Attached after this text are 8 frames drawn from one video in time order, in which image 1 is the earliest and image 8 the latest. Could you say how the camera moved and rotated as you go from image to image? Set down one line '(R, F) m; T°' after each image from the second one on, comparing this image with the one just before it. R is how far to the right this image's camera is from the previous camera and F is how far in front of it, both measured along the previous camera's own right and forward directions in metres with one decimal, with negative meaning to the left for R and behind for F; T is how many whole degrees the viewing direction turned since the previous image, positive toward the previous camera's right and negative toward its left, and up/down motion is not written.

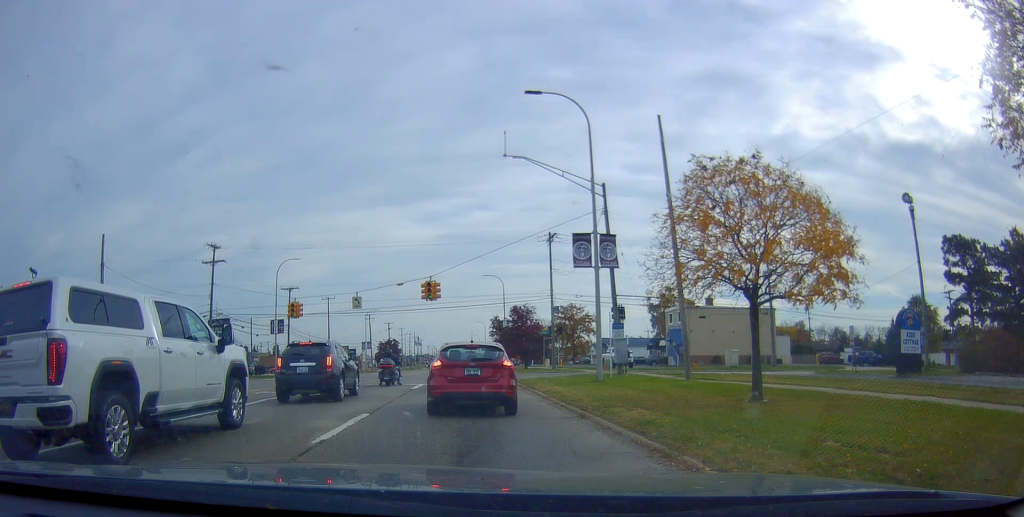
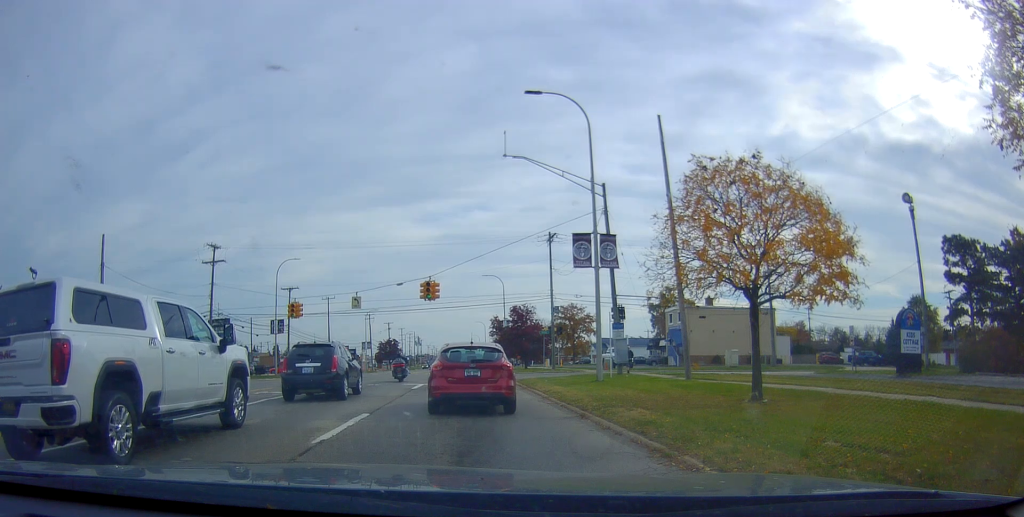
(0.0, +0.4) m; 0°
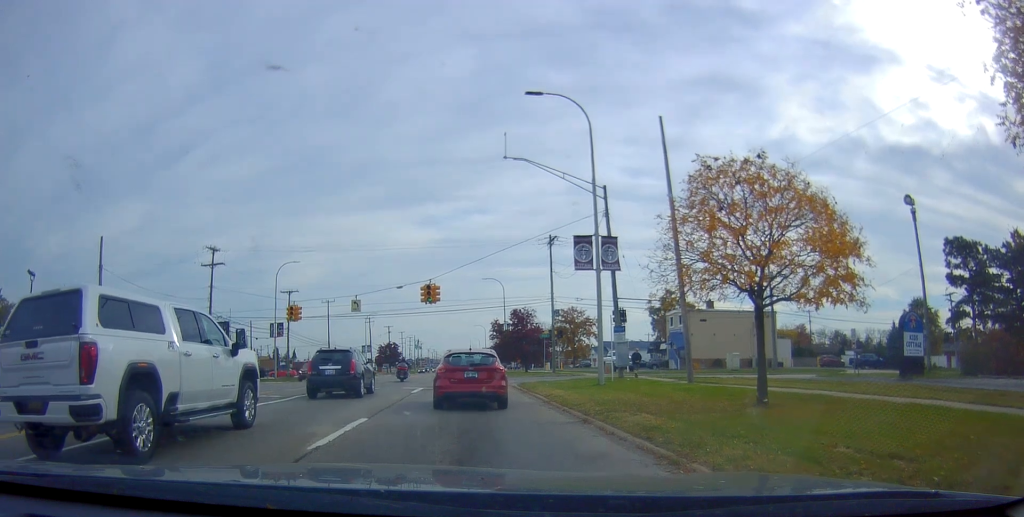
(0.0, +0.3) m; 0°
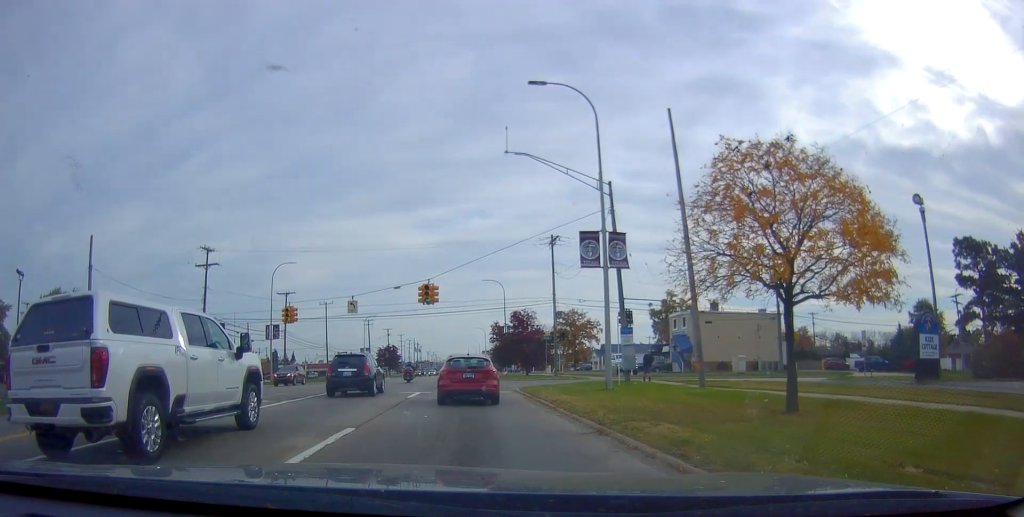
(0.0, +1.0) m; 0°
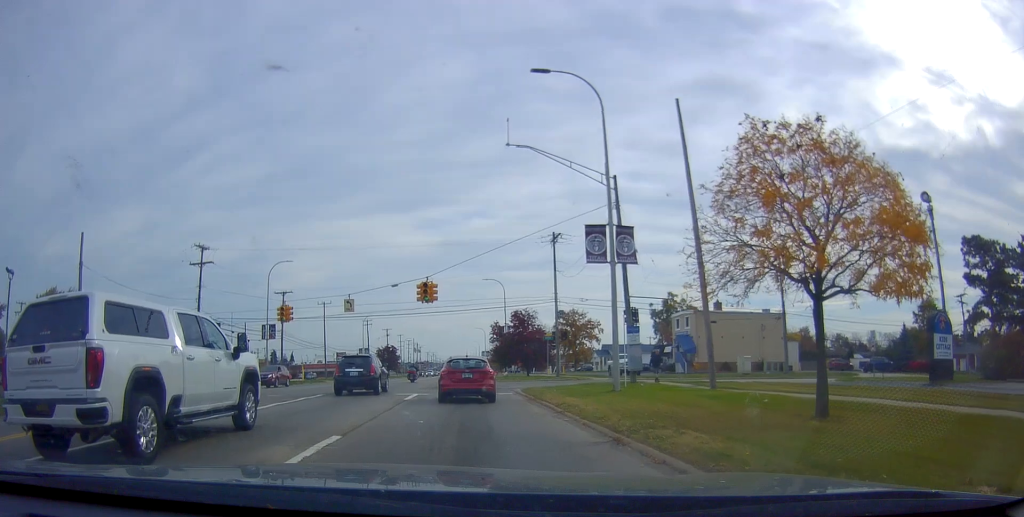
(0.0, +0.6) m; 0°
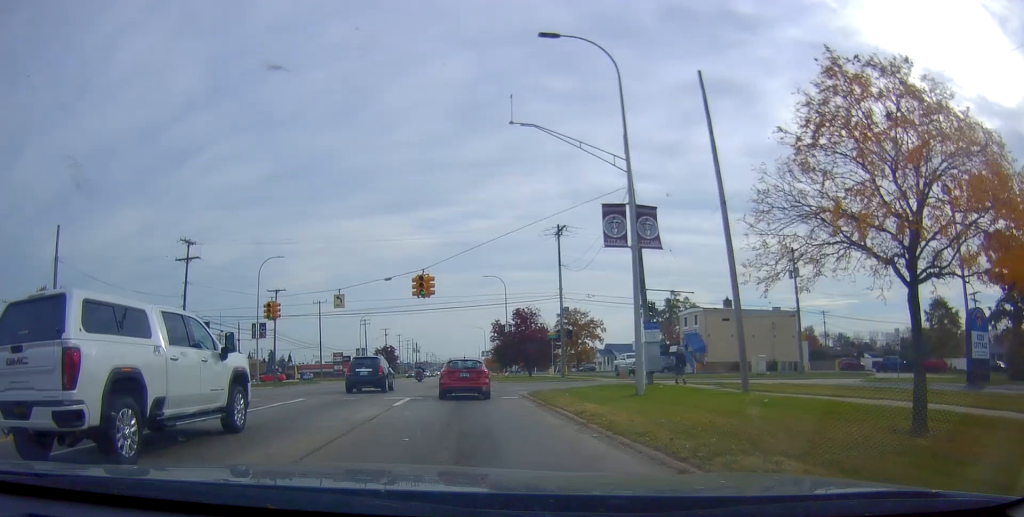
(0.0, +2.7) m; 0°
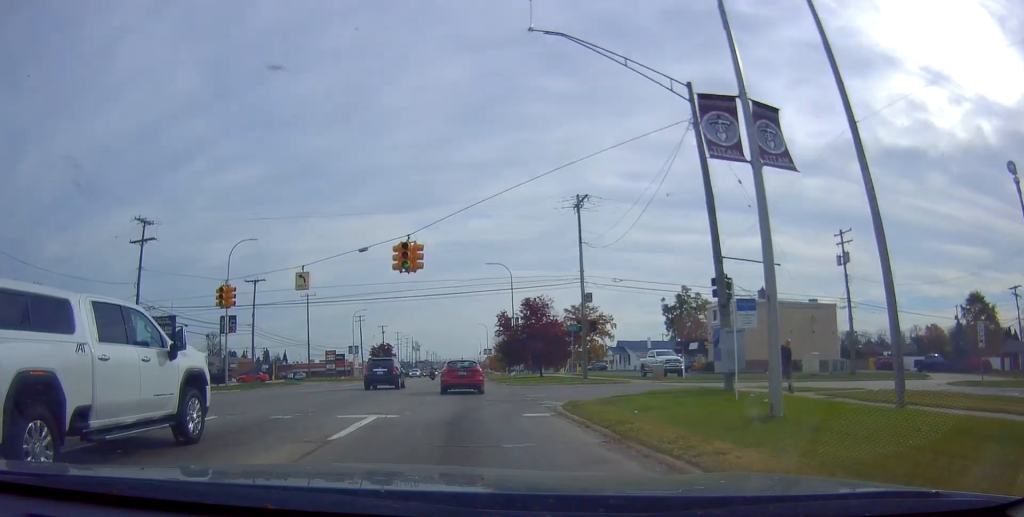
(0.0, +7.1) m; 0°
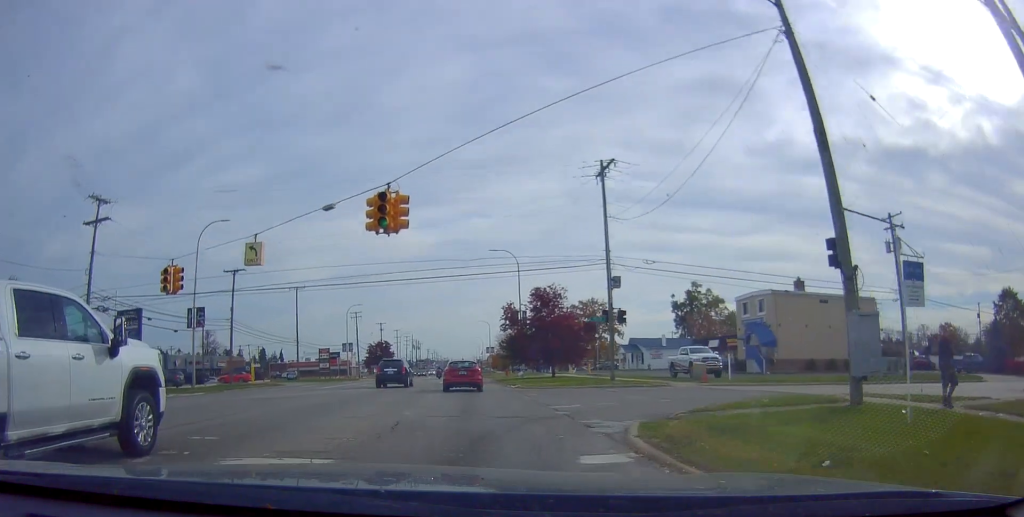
(0.0, +6.5) m; -3°
